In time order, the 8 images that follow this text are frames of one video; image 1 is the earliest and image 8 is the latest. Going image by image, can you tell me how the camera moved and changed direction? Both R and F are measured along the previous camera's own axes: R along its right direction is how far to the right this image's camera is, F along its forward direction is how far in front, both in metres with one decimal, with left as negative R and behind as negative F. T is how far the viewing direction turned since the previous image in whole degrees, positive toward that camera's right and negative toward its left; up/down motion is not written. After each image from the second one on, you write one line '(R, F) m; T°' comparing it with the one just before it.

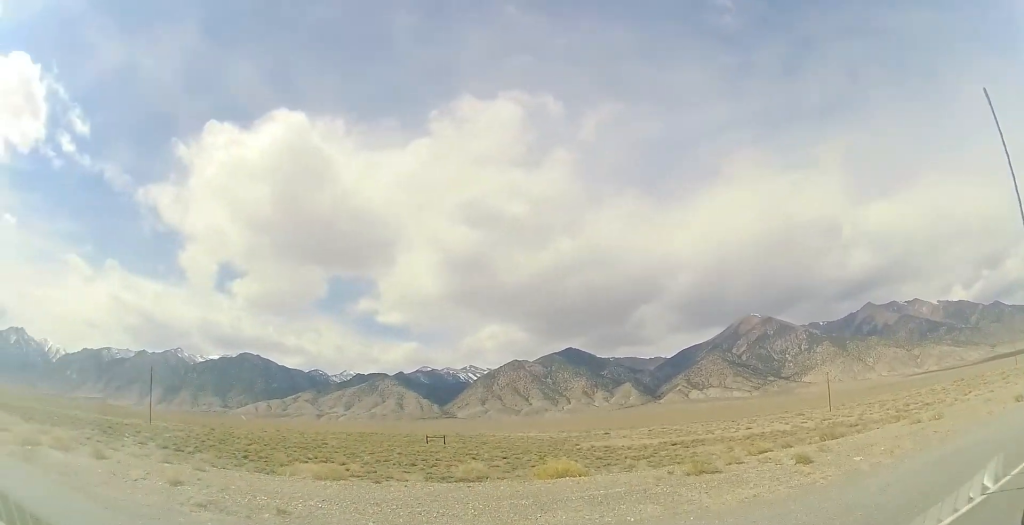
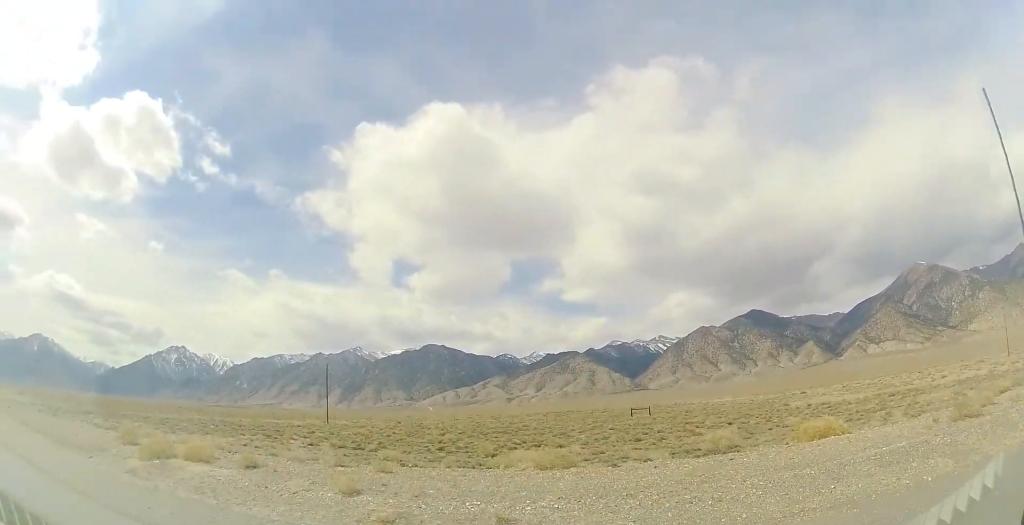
(-0.5, +3.2) m; -19°
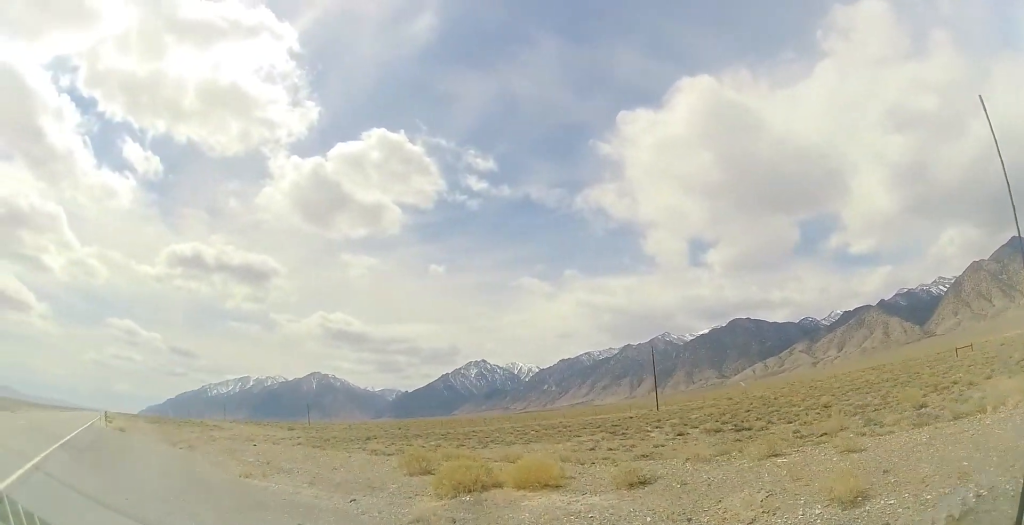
(-1.5, +5.3) m; -29°
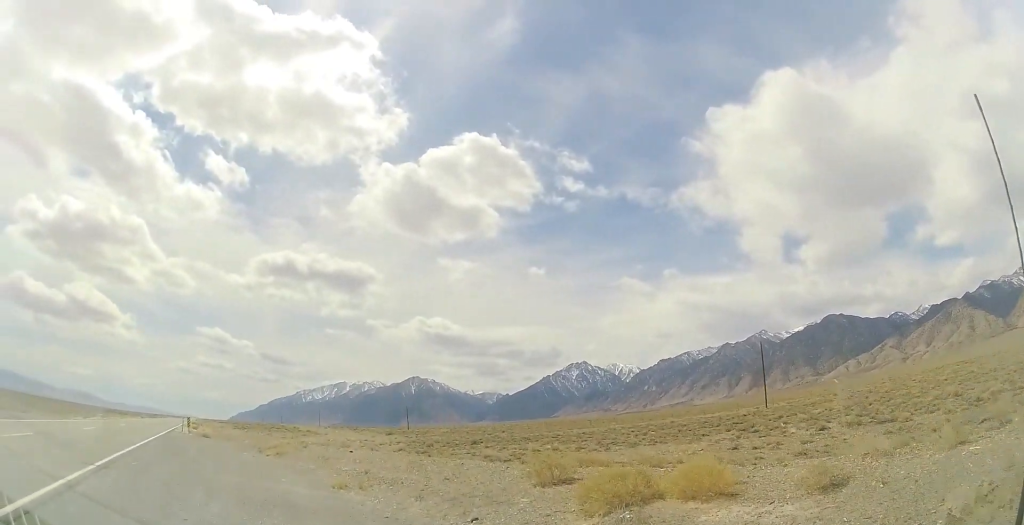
(-0.3, +1.8) m; -9°
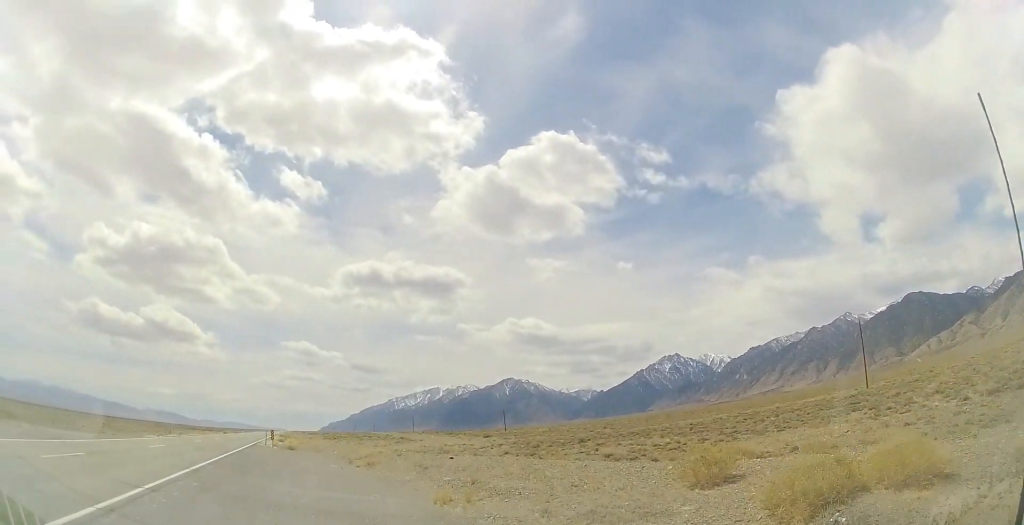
(-0.1, +2.1) m; -9°
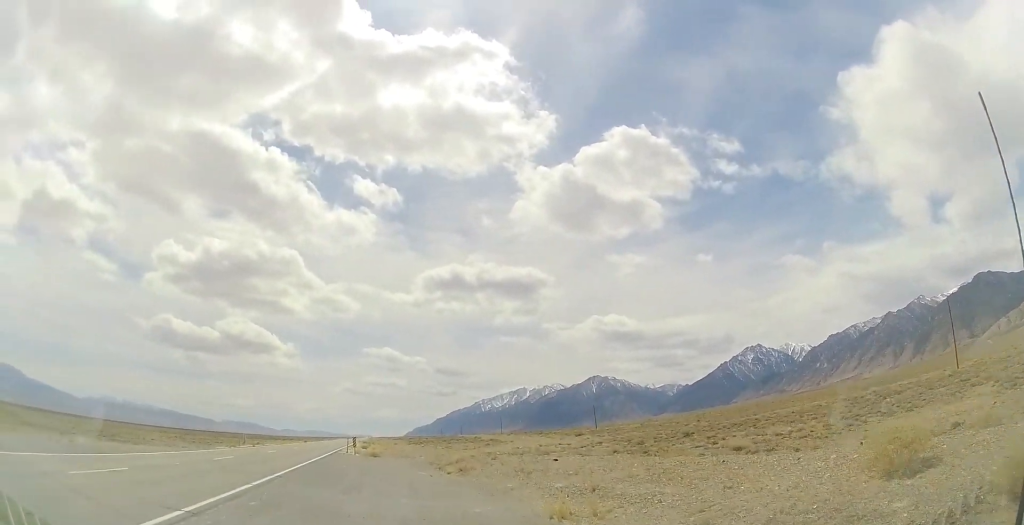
(-0.2, +2.3) m; -7°
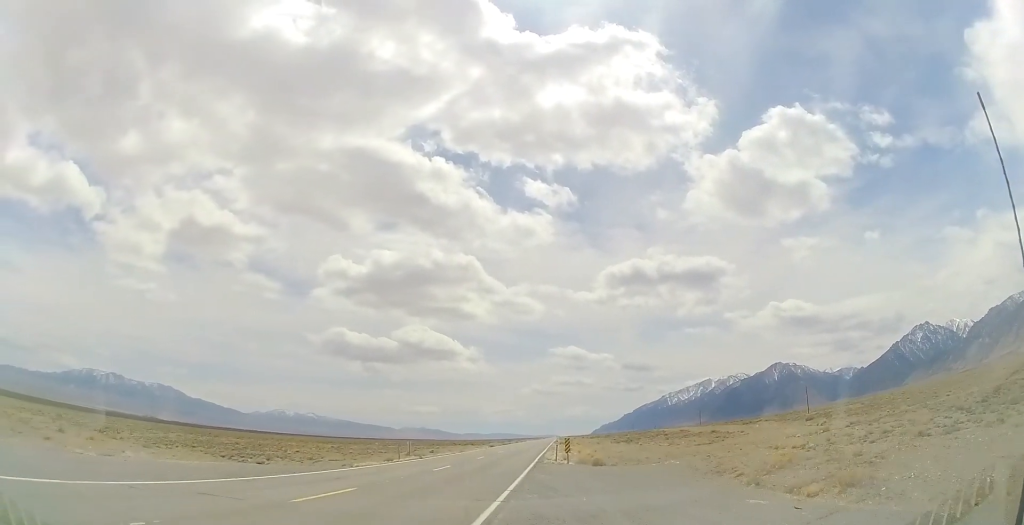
(-2.3, +13.2) m; -11°
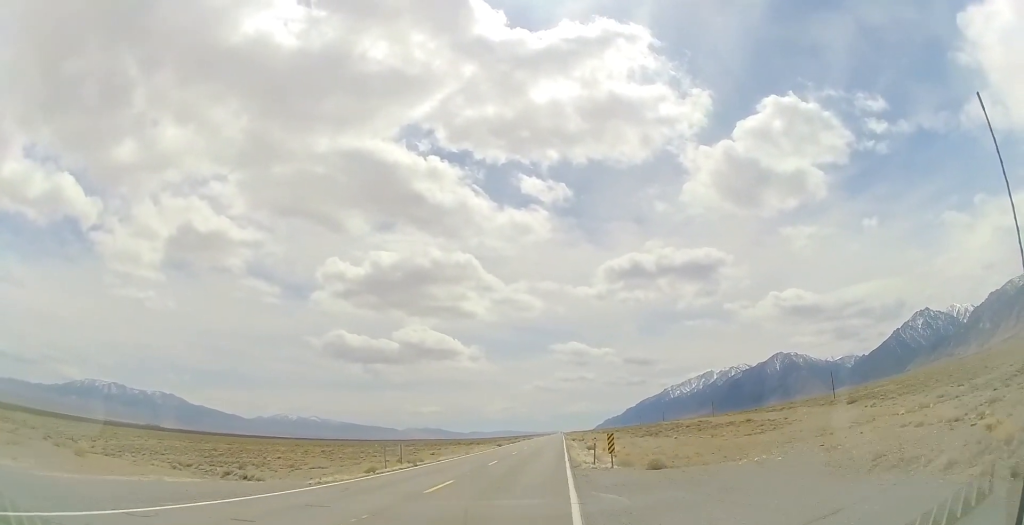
(0.0, +8.5) m; +2°
